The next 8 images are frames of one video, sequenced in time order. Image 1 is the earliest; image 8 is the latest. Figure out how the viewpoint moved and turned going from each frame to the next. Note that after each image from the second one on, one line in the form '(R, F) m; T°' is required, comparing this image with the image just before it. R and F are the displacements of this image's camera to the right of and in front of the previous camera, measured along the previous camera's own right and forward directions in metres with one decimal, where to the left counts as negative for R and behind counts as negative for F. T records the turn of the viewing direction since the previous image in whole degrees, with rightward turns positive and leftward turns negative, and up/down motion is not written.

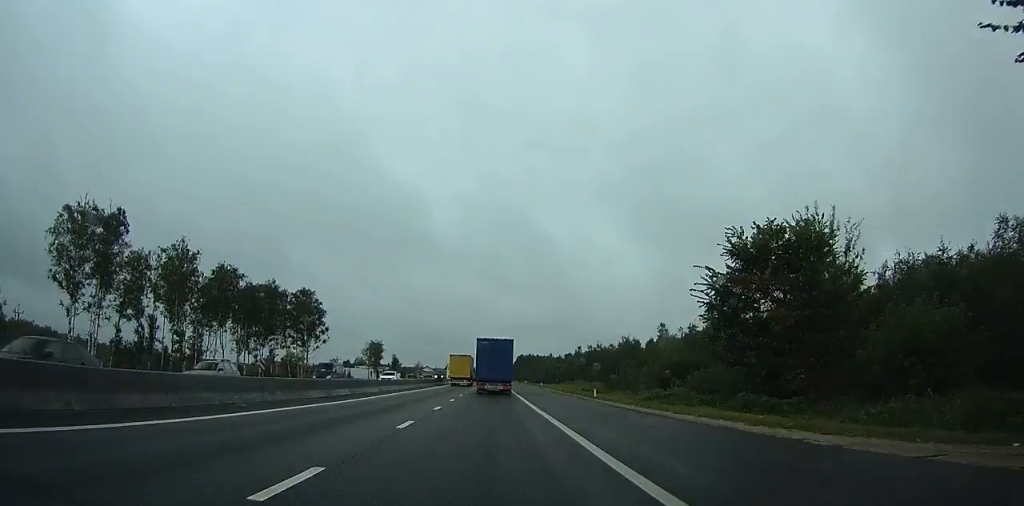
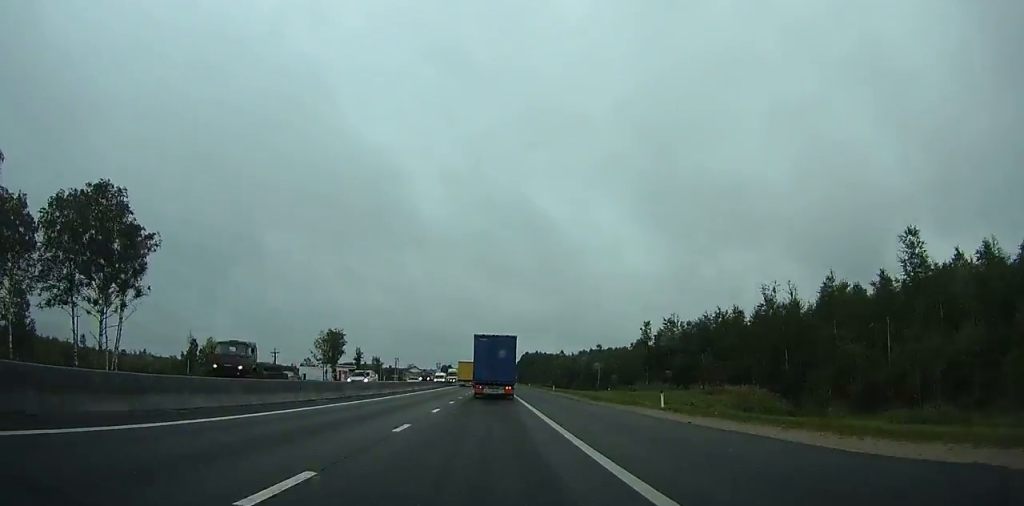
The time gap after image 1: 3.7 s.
(+0.1, +65.8) m; 0°
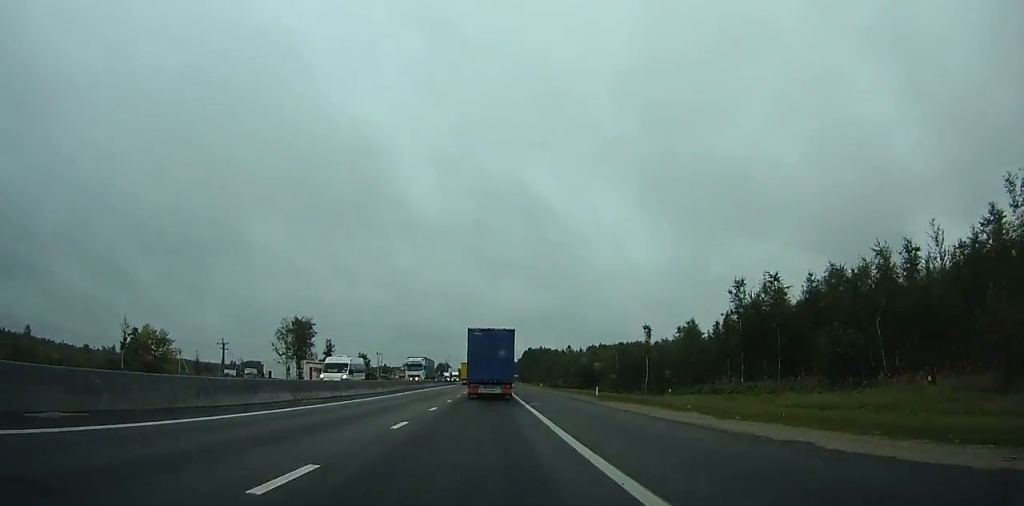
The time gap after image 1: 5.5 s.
(+0.1, +30.4) m; 0°
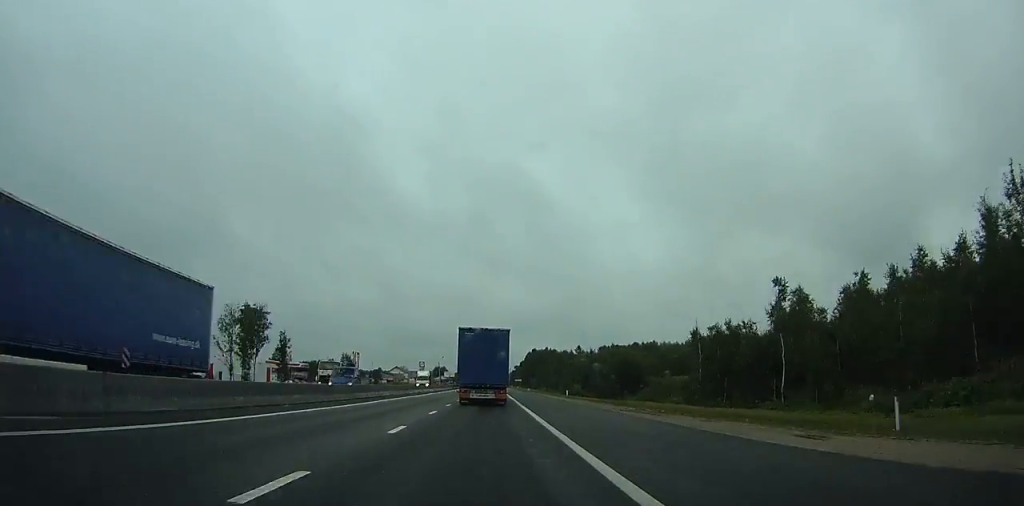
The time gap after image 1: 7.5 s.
(+0.1, +30.2) m; 0°
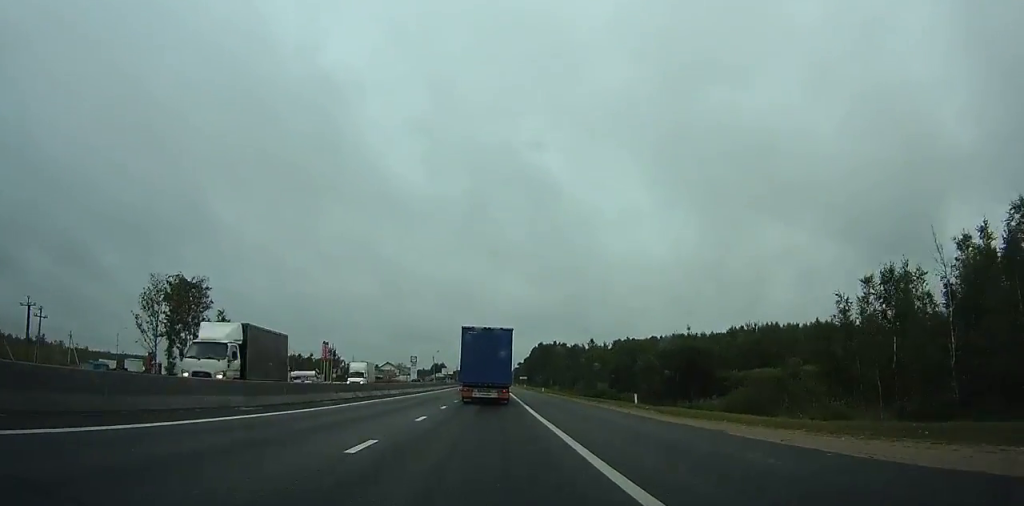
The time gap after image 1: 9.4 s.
(-0.1, +26.2) m; 0°
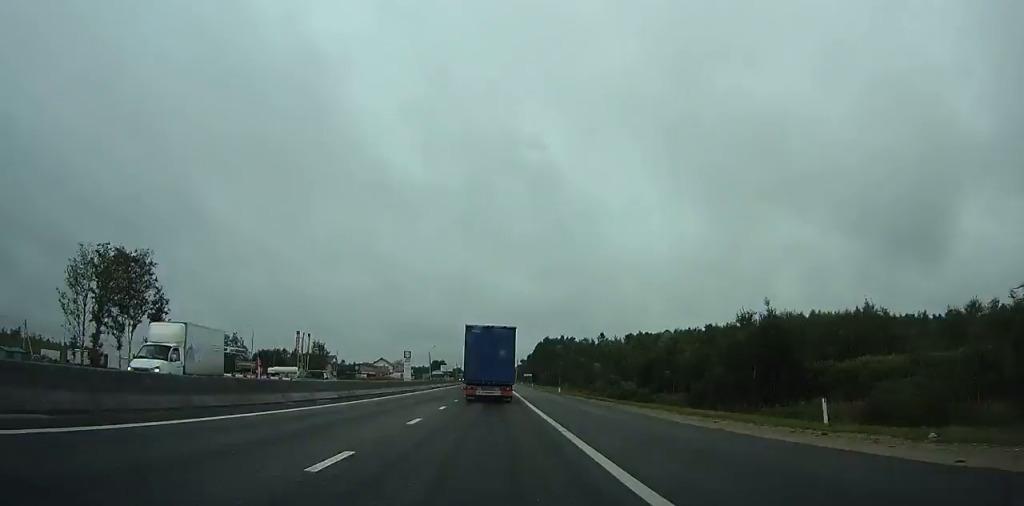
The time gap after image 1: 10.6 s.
(0.0, +16.2) m; 0°
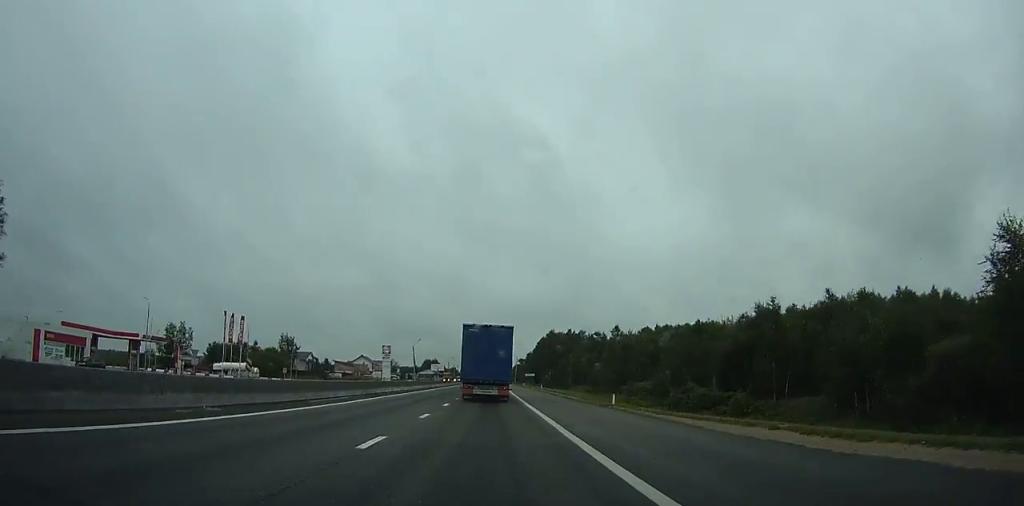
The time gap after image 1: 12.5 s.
(-0.1, +26.9) m; 0°
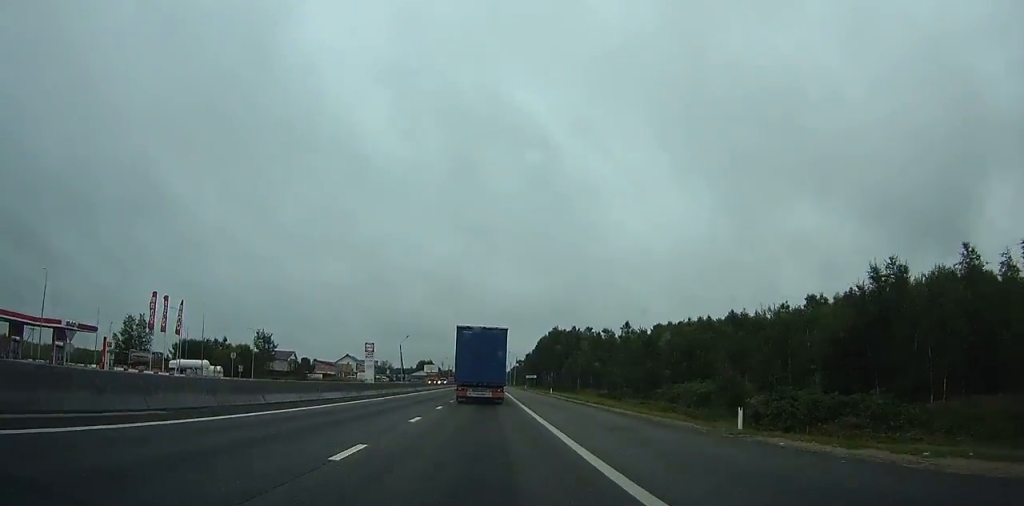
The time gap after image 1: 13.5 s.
(0.0, +16.1) m; 0°
